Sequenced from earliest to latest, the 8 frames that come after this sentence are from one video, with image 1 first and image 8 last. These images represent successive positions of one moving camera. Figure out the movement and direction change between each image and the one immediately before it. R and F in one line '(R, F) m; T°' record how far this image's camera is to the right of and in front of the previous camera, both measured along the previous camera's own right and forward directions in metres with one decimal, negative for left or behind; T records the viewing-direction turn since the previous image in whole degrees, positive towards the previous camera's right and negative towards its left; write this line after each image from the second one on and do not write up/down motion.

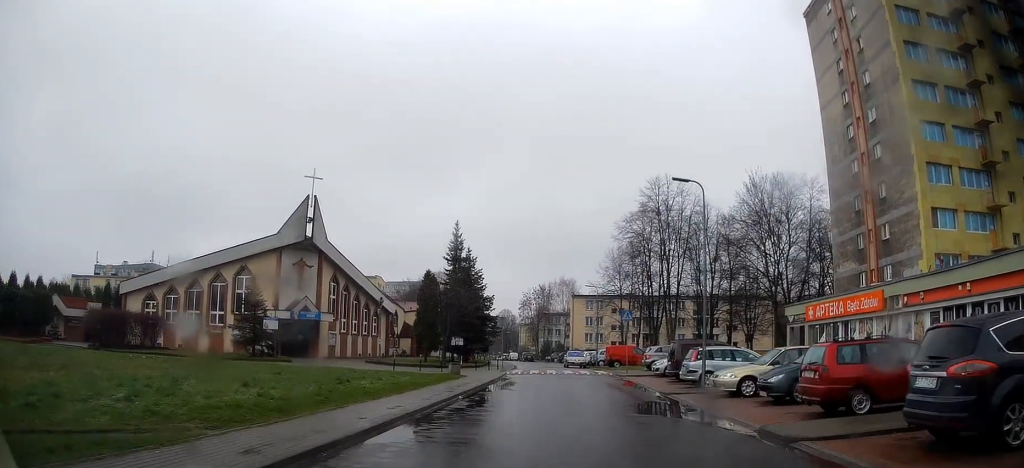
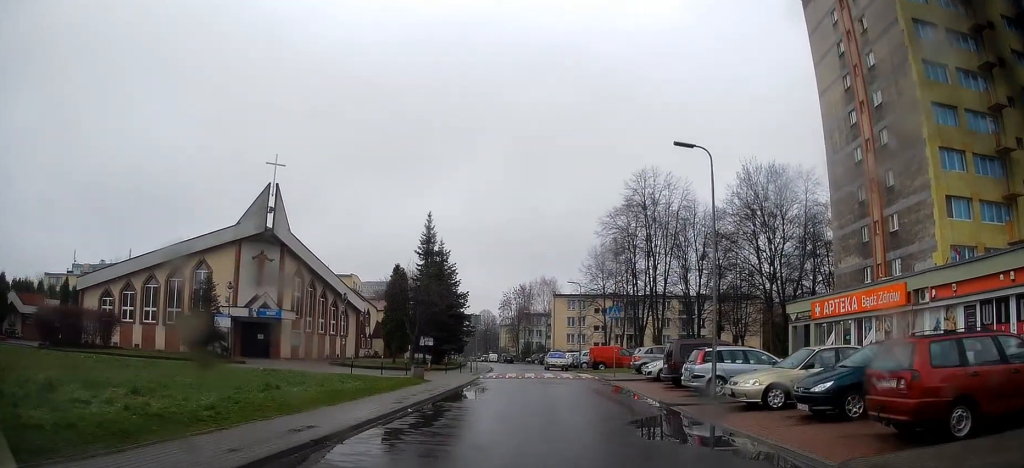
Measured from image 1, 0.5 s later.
(0.0, +4.3) m; +1°
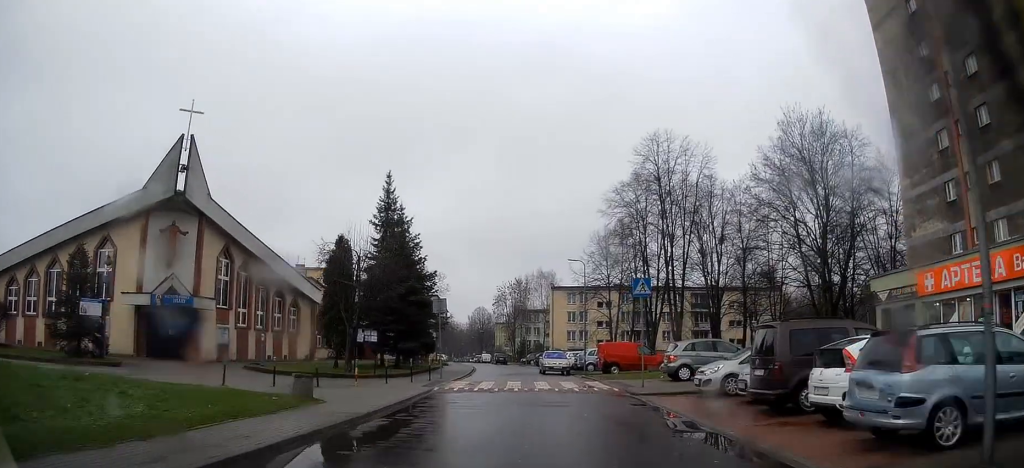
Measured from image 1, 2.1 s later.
(+0.2, +12.1) m; +3°
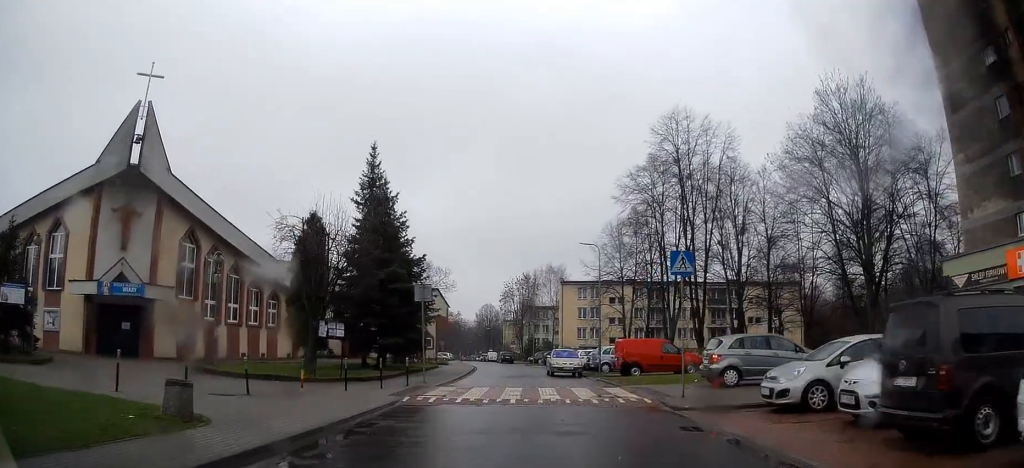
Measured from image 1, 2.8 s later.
(0.0, +5.4) m; -1°
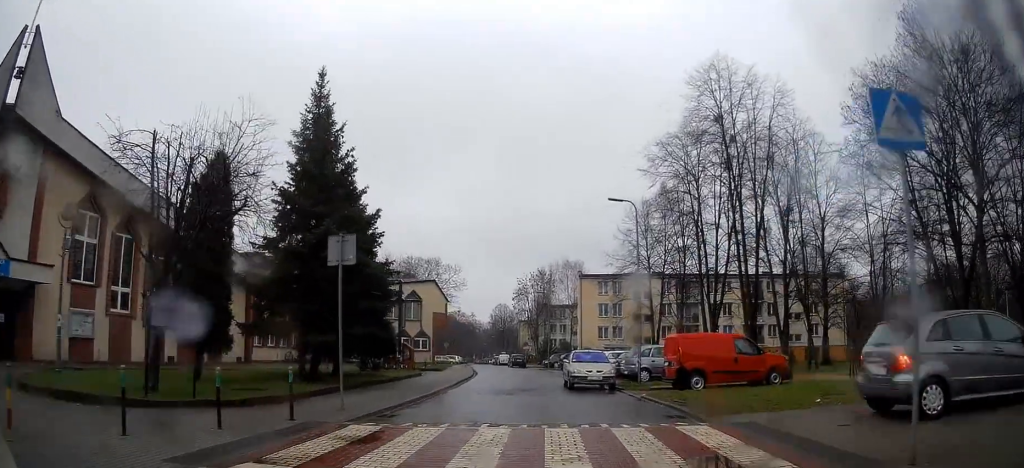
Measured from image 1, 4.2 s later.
(-0.4, +10.5) m; -3°
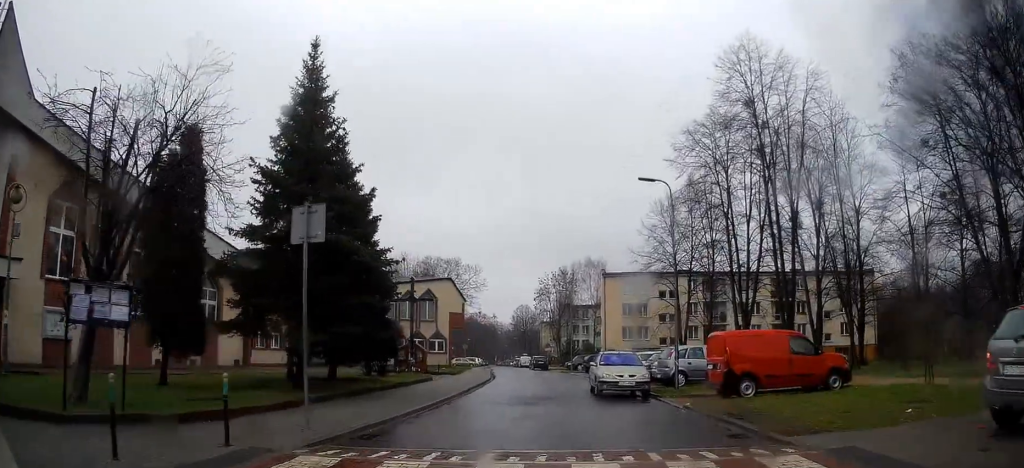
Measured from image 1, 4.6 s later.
(0.0, +3.1) m; 0°
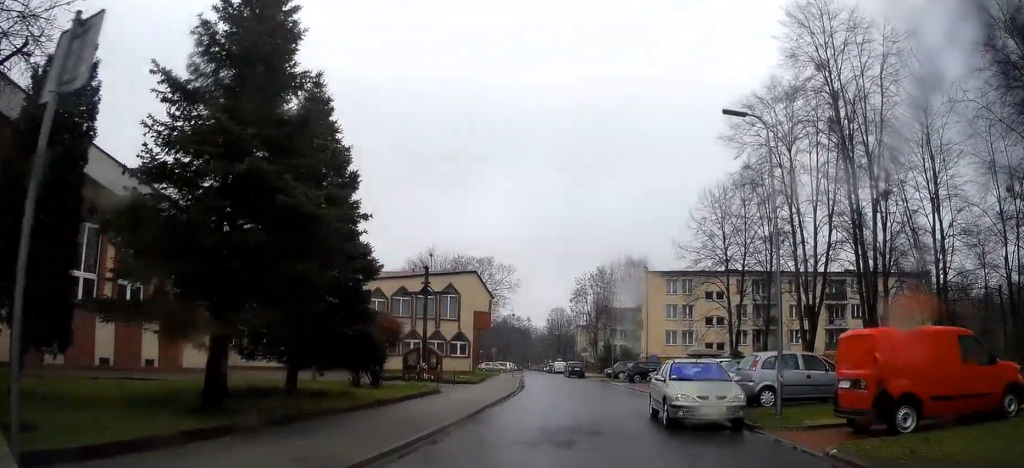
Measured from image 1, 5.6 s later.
(+0.1, +6.8) m; -1°
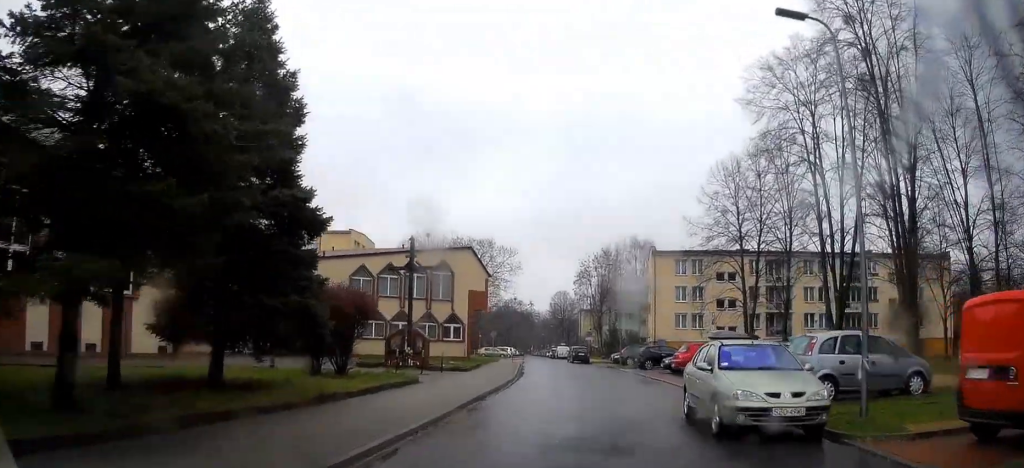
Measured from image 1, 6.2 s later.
(+0.1, +4.3) m; -4°
